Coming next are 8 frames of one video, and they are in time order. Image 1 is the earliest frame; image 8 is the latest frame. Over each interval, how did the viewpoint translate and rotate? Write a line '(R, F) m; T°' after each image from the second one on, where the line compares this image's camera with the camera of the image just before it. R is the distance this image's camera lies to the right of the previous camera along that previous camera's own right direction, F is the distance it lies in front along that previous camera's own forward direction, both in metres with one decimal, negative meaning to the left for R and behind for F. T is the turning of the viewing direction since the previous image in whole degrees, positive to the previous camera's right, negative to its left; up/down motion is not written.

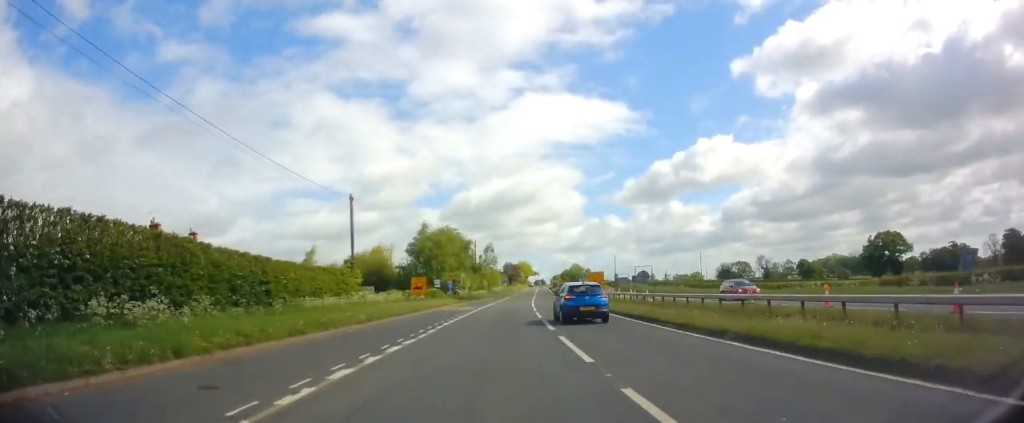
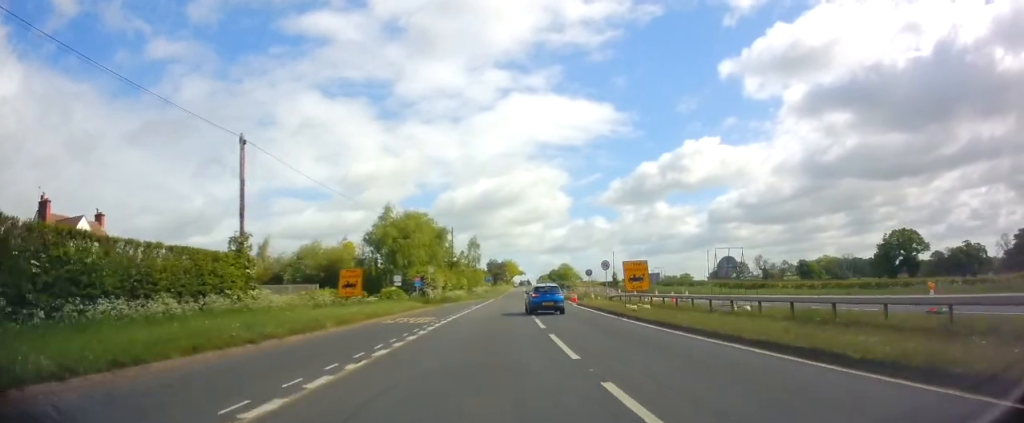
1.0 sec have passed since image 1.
(+0.5, +16.7) m; +2°
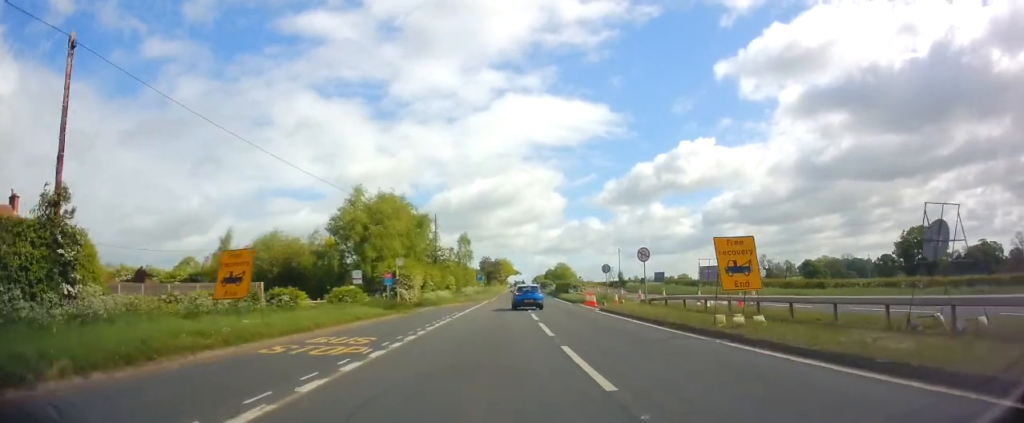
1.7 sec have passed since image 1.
(0.0, +12.5) m; 0°
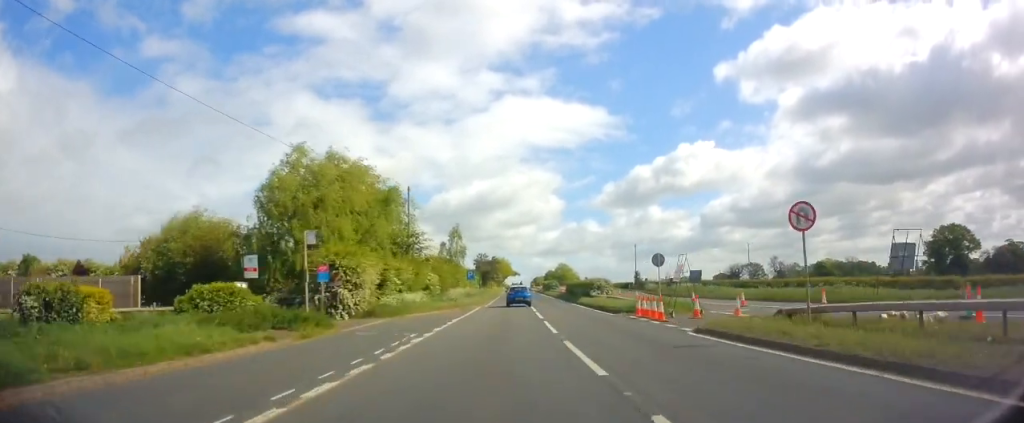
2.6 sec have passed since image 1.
(0.0, +16.3) m; 0°
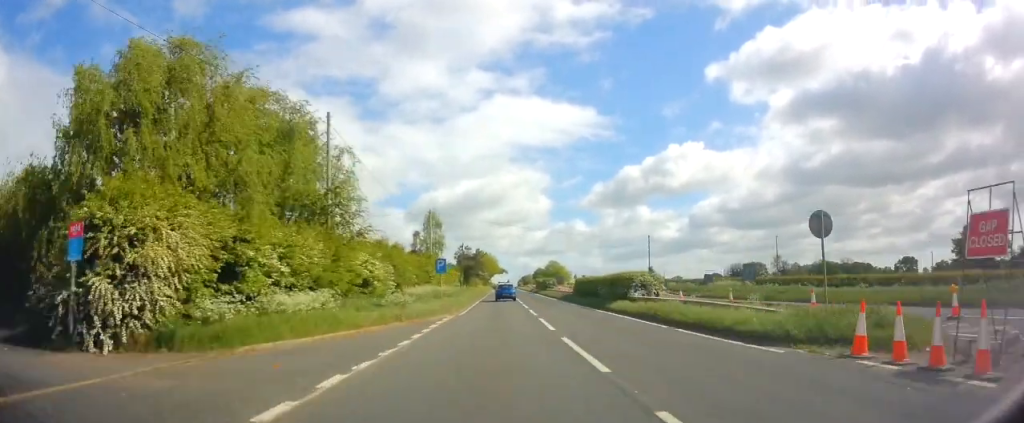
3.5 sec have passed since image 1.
(0.0, +17.5) m; +1°
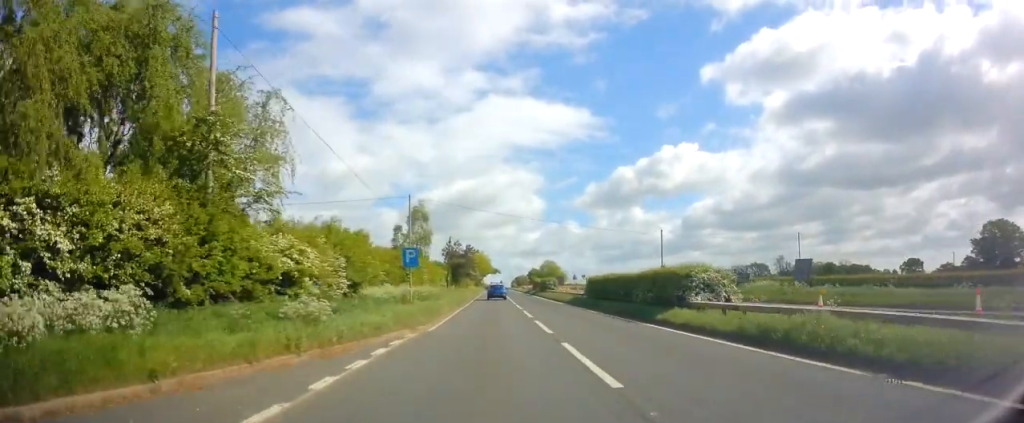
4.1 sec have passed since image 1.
(0.0, +10.1) m; +1°
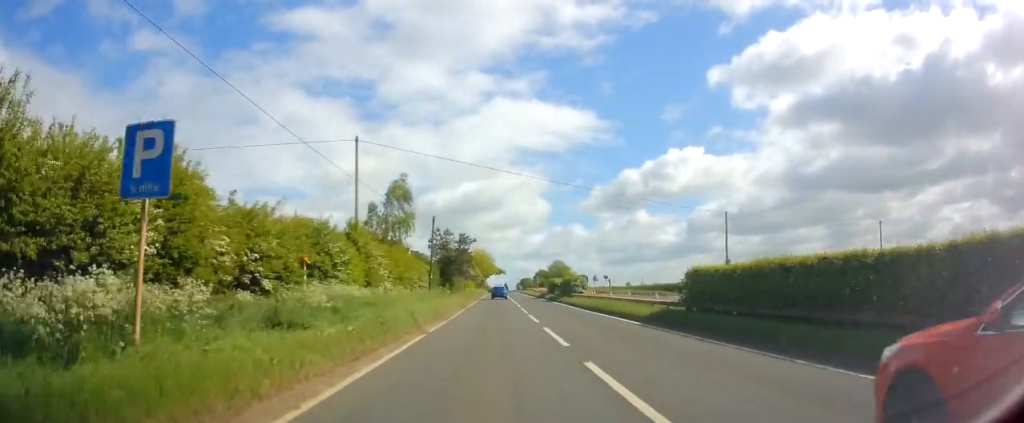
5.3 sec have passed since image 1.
(+0.6, +20.9) m; +1°
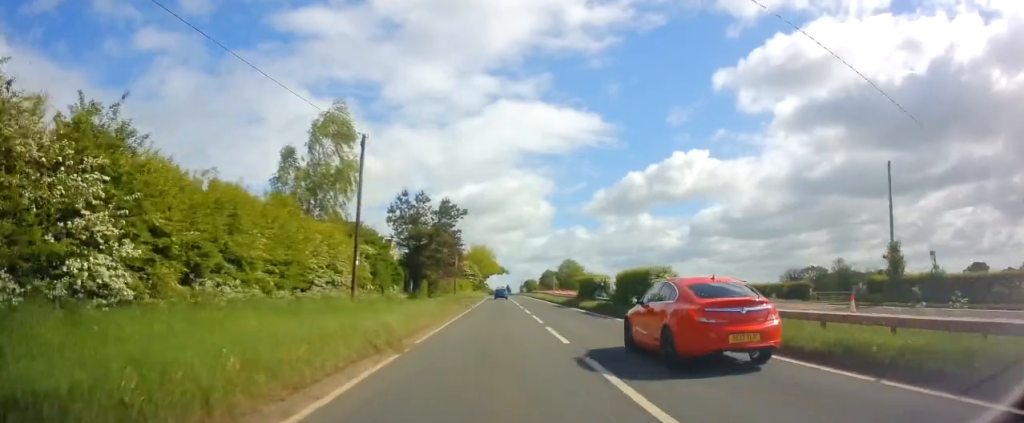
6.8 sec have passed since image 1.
(-0.6, +25.3) m; -2°
